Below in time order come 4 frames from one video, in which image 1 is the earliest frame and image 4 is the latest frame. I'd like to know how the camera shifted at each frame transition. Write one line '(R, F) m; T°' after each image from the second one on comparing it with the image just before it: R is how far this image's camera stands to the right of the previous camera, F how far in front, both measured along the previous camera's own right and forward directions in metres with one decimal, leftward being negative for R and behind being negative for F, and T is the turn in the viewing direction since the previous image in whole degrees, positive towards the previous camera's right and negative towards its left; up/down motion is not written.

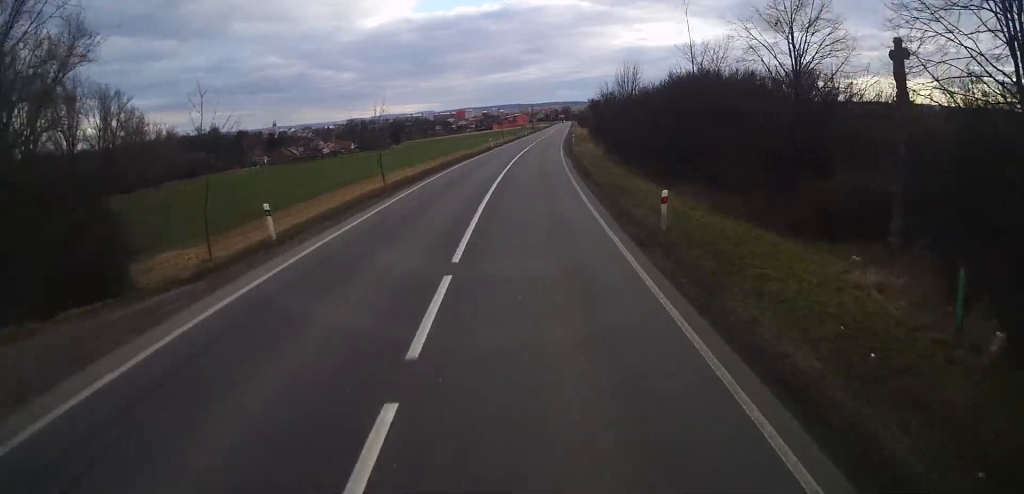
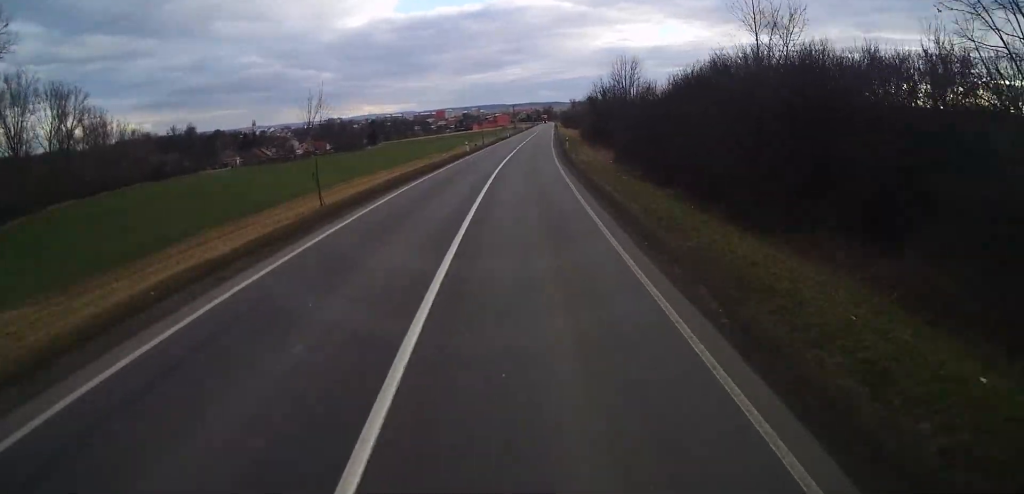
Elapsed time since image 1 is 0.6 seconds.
(+0.1, +11.5) m; +2°
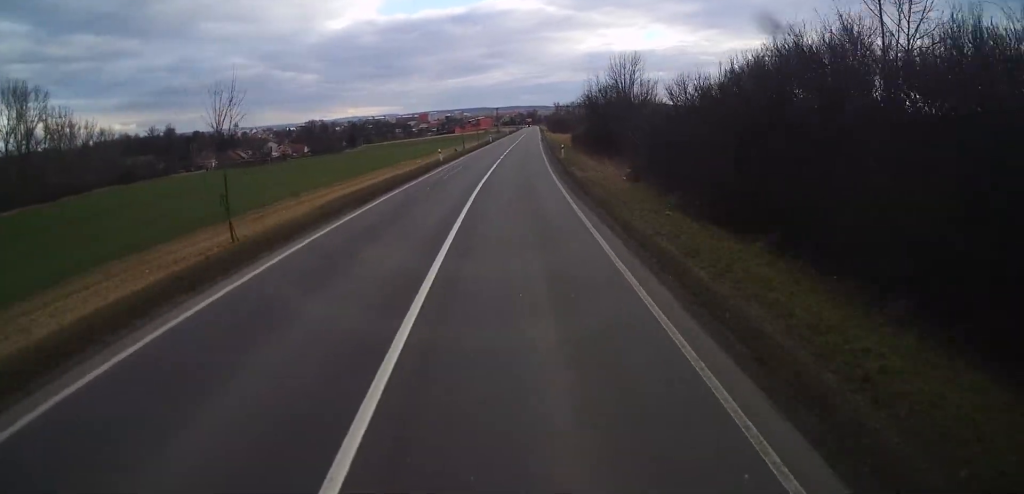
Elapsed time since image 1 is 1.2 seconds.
(+0.1, +9.7) m; +1°
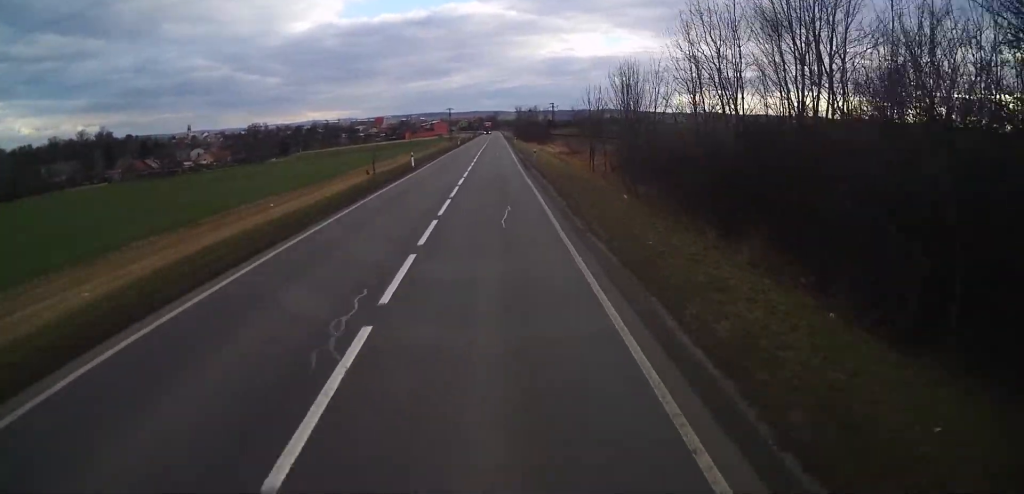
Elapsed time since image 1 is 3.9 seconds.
(+2.6, +50.0) m; +6°
